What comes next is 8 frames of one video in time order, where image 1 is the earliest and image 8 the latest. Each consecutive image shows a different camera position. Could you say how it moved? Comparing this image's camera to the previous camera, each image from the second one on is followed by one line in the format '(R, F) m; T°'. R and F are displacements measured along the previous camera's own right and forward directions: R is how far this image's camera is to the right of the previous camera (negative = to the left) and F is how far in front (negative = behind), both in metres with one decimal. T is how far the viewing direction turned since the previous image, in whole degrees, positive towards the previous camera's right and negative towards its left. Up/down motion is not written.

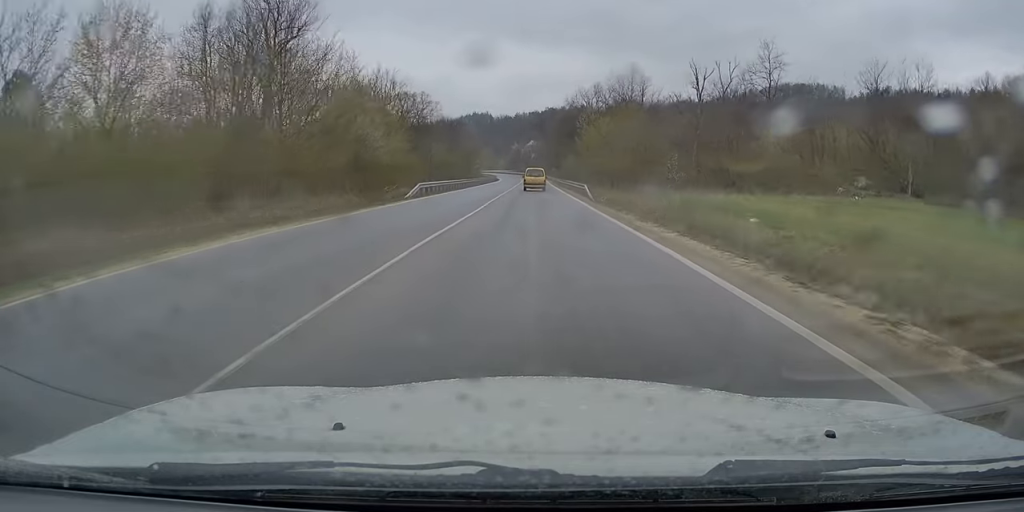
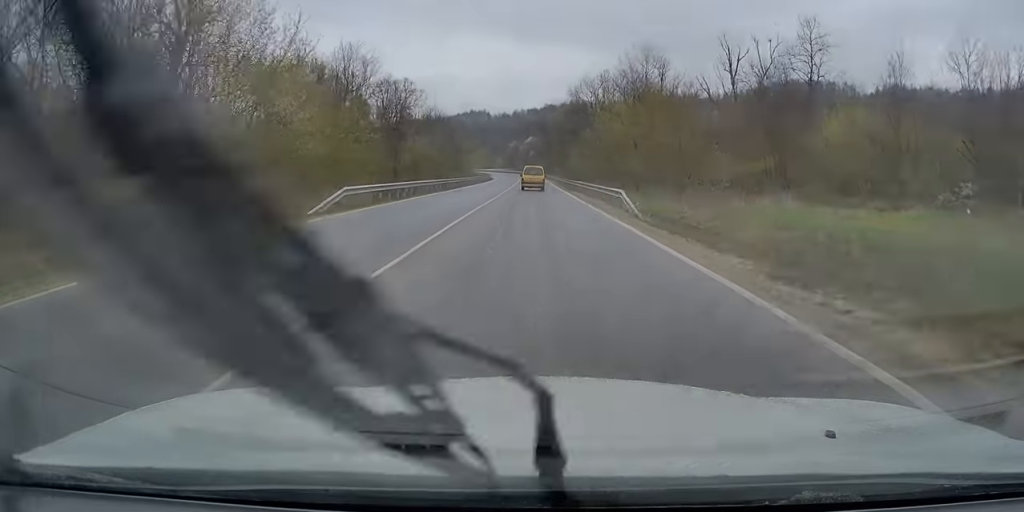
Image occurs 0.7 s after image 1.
(0.0, +16.2) m; -1°
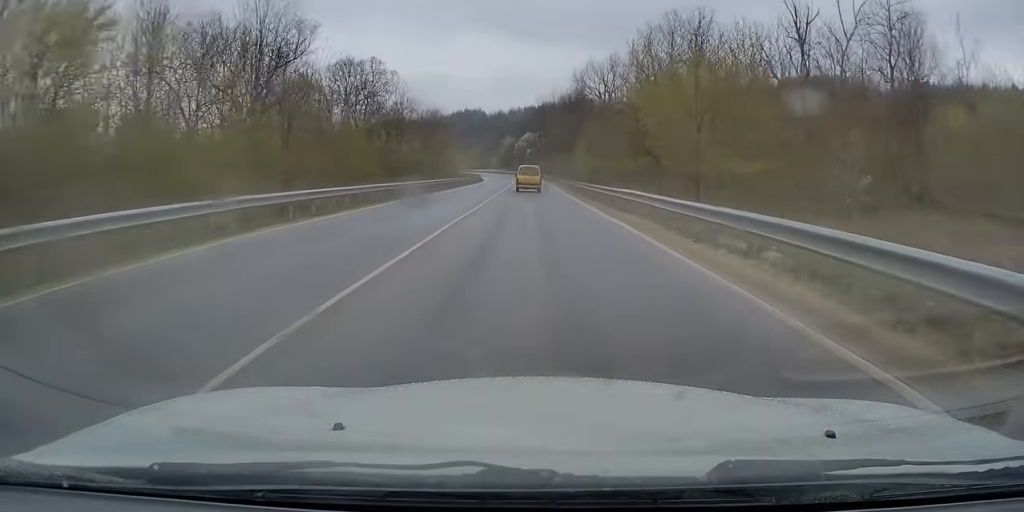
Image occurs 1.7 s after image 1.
(-0.3, +21.1) m; -1°
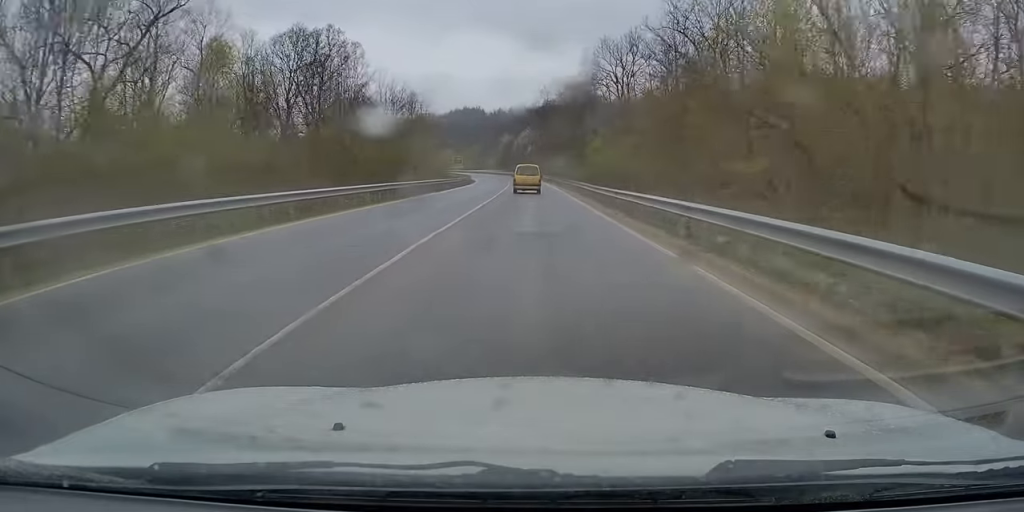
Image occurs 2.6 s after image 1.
(0.0, +20.3) m; +1°
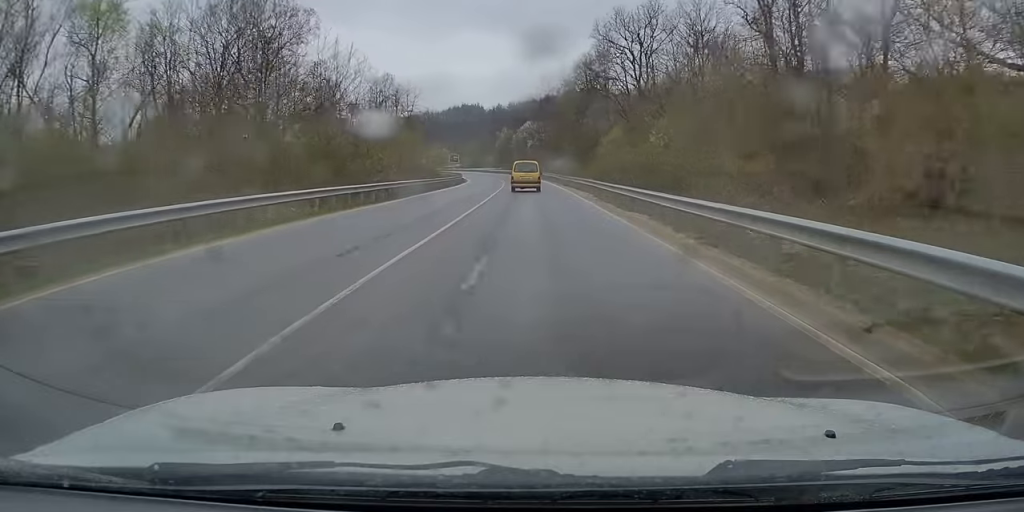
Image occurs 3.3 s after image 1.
(+0.1, +15.1) m; 0°
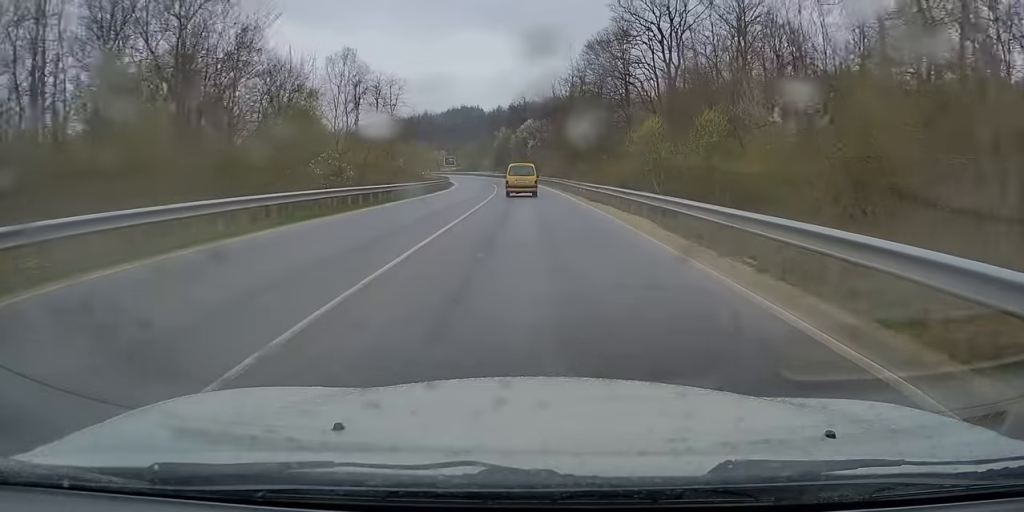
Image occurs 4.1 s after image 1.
(+0.1, +15.6) m; 0°
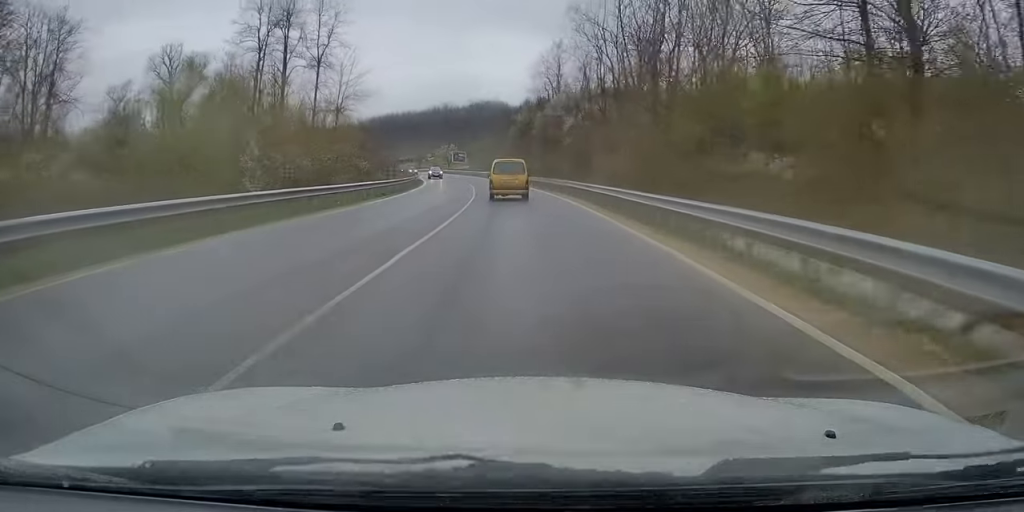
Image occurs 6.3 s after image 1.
(-0.7, +46.7) m; -3°
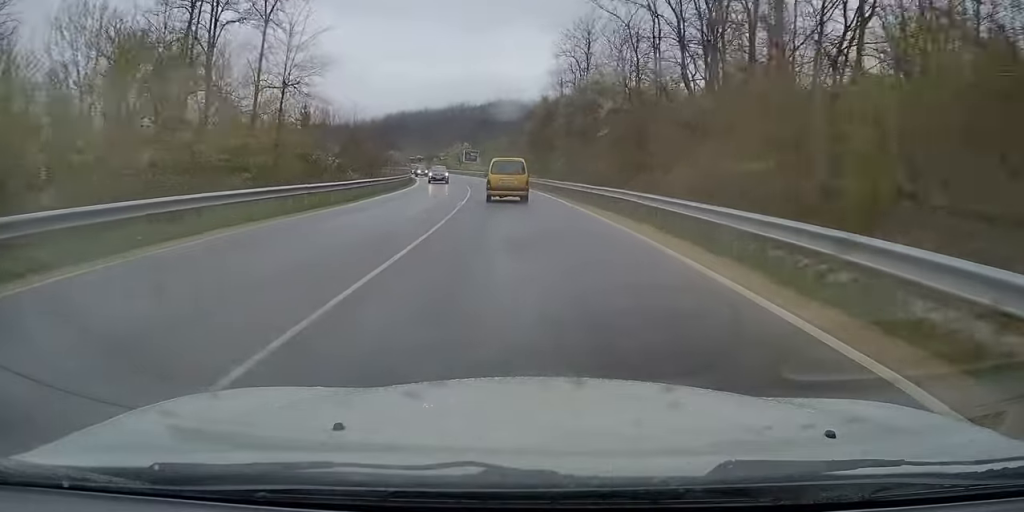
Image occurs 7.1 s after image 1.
(-0.4, +16.0) m; -2°
